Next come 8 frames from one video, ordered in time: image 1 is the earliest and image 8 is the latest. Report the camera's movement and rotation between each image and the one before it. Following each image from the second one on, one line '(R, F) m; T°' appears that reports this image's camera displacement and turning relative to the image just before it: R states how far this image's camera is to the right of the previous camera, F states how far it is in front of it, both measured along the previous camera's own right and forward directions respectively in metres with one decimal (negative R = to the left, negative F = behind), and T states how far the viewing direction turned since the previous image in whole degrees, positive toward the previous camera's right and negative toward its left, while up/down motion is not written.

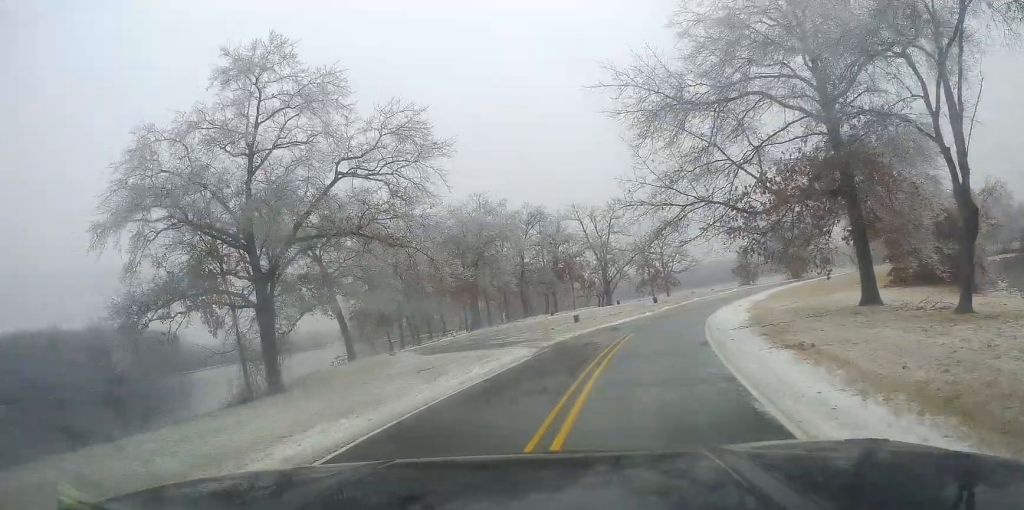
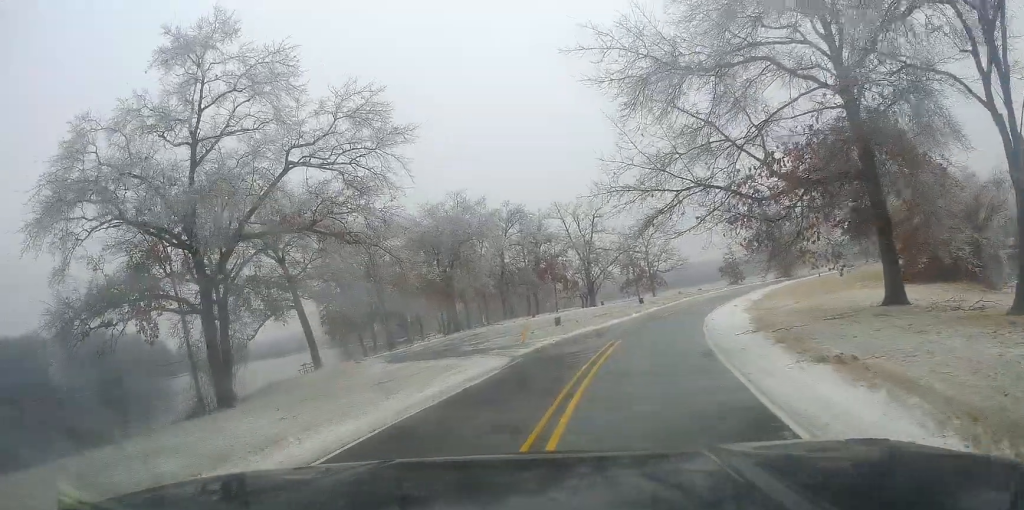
(-0.3, +3.8) m; 0°
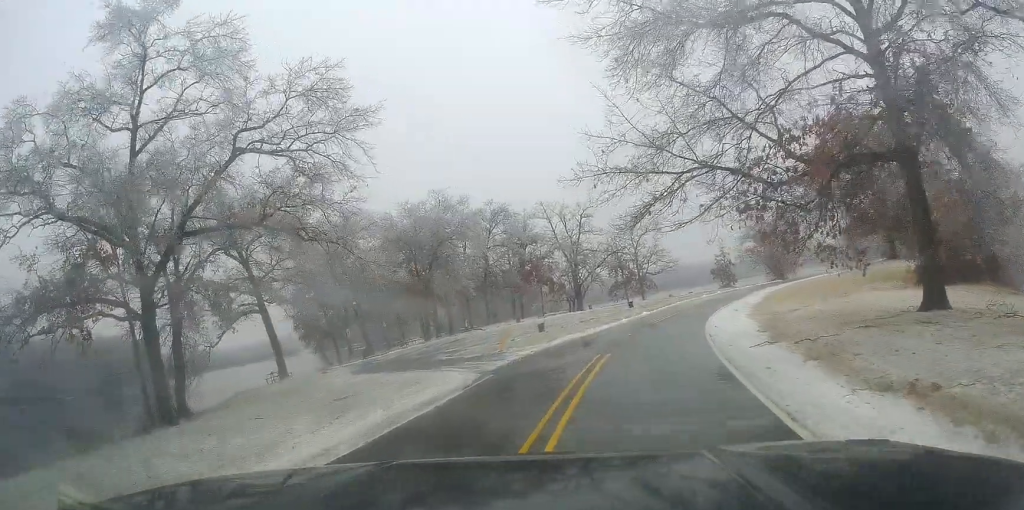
(+0.1, +3.6) m; 0°
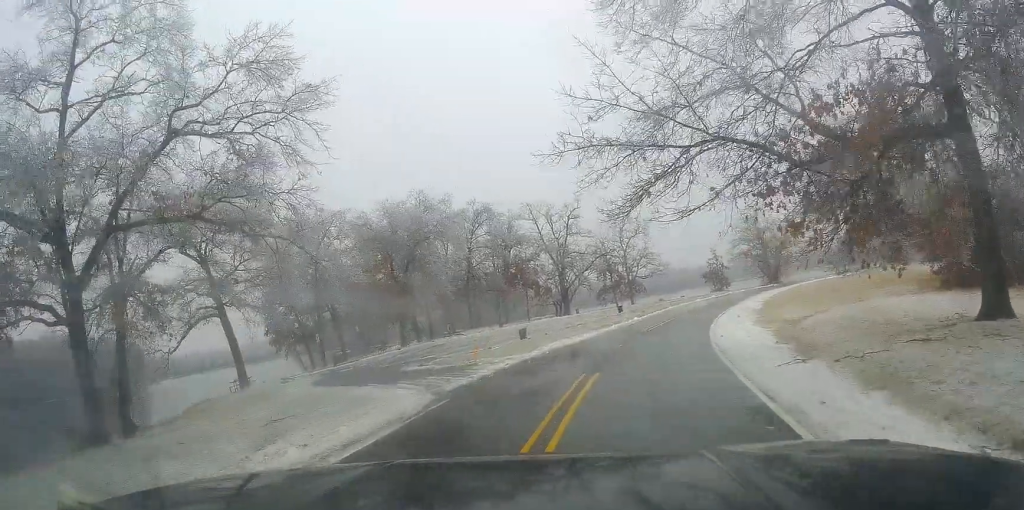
(+0.3, +3.8) m; 0°
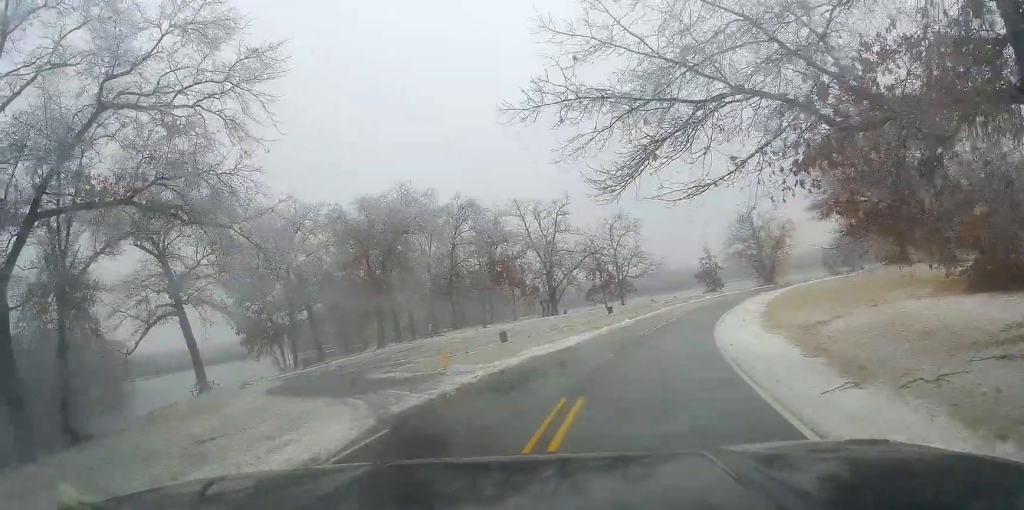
(-0.1, +3.5) m; +2°
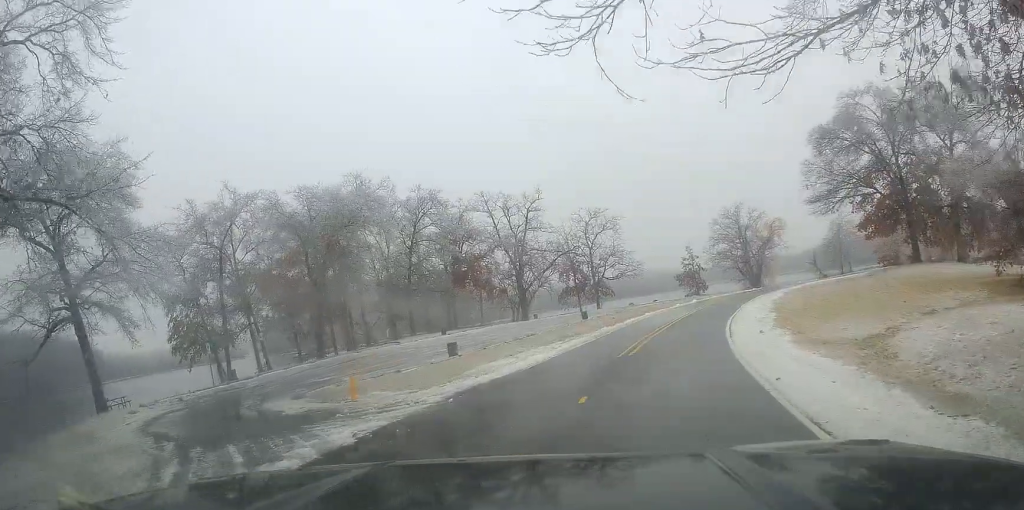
(+0.3, +7.2) m; +7°
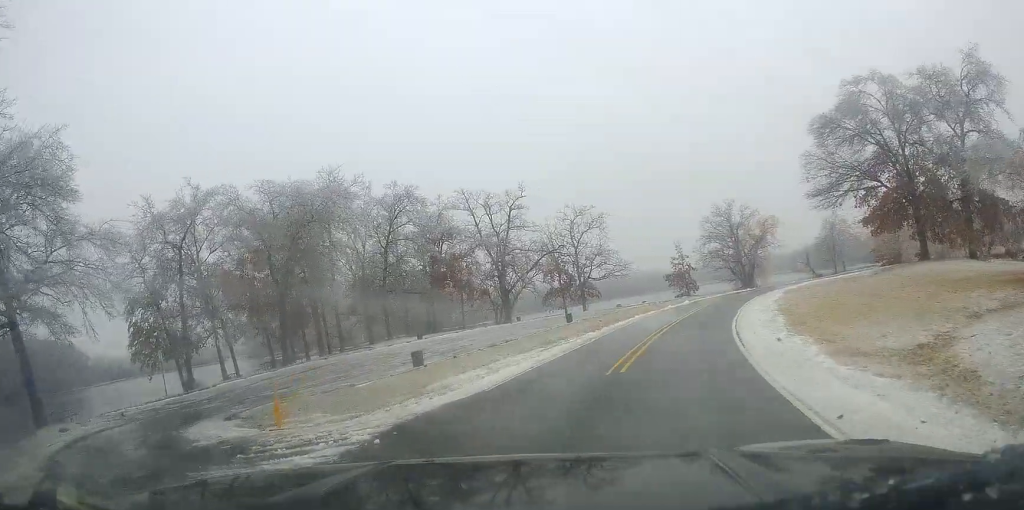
(+0.3, +3.8) m; +4°
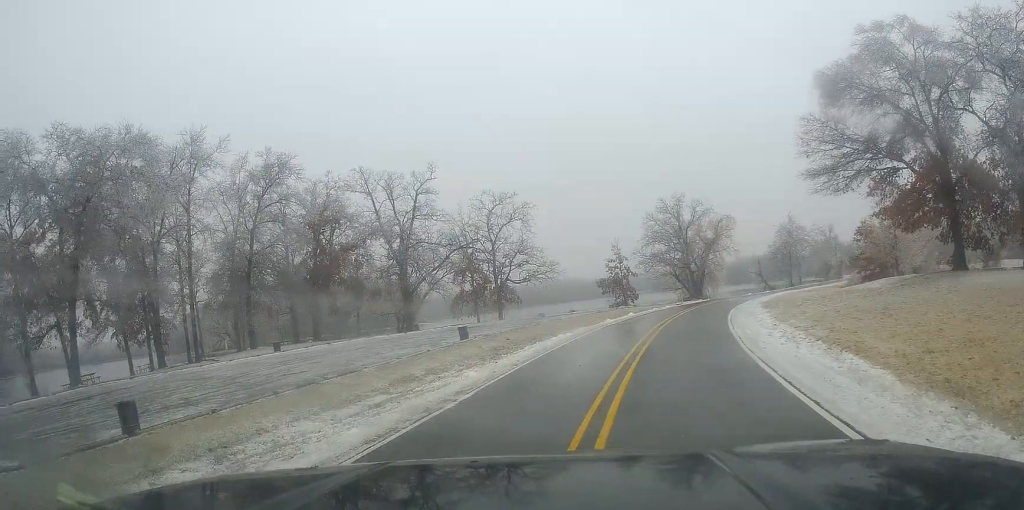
(+0.5, +14.4) m; +6°
